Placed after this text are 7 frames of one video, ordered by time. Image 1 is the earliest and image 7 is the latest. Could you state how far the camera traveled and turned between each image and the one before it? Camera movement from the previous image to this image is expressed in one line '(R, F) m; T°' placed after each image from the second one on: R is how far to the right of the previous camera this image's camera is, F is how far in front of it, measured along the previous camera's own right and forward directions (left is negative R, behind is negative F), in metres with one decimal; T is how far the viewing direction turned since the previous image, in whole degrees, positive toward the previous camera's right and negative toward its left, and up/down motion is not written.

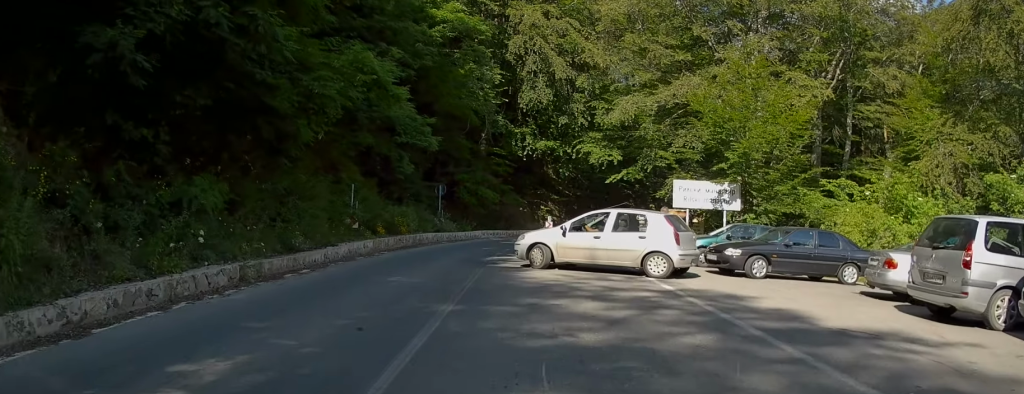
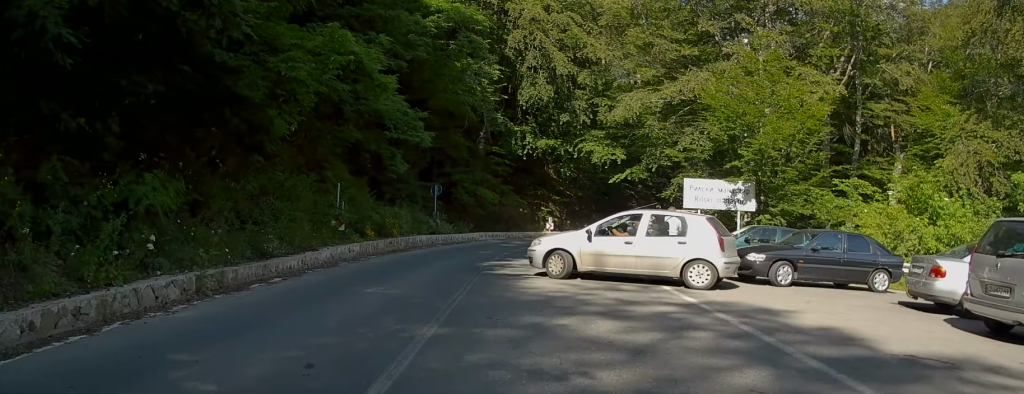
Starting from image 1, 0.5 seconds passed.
(+0.2, +1.4) m; -2°
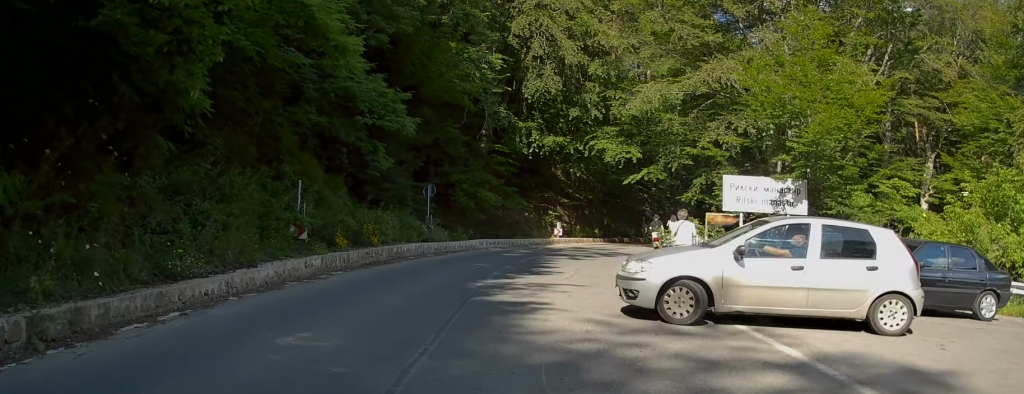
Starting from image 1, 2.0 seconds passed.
(-0.5, +3.4) m; -8°
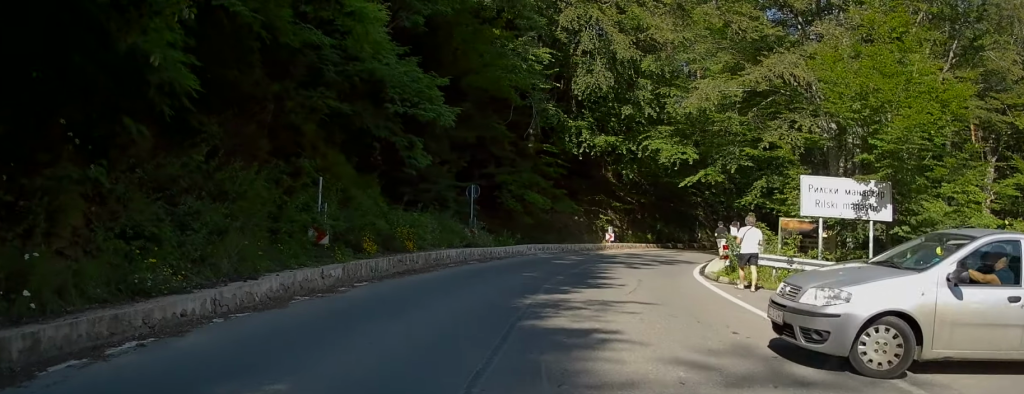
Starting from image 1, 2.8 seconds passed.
(0.0, +2.2) m; +1°
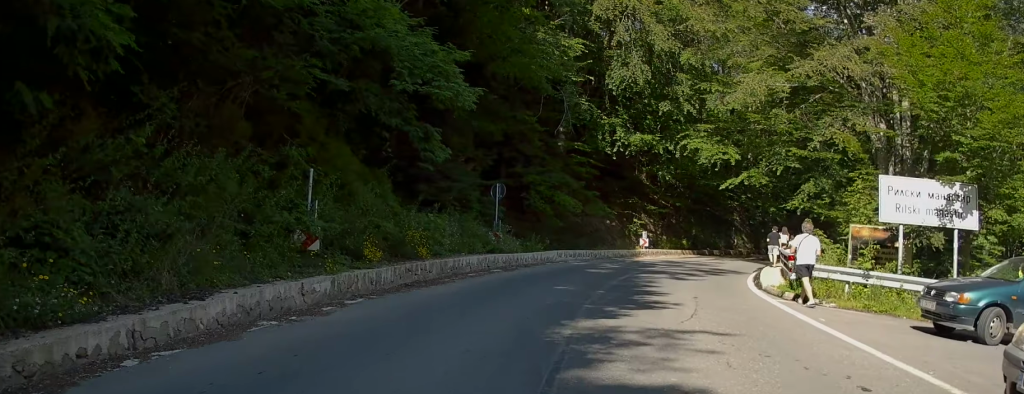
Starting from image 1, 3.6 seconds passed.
(-0.2, +2.5) m; +4°
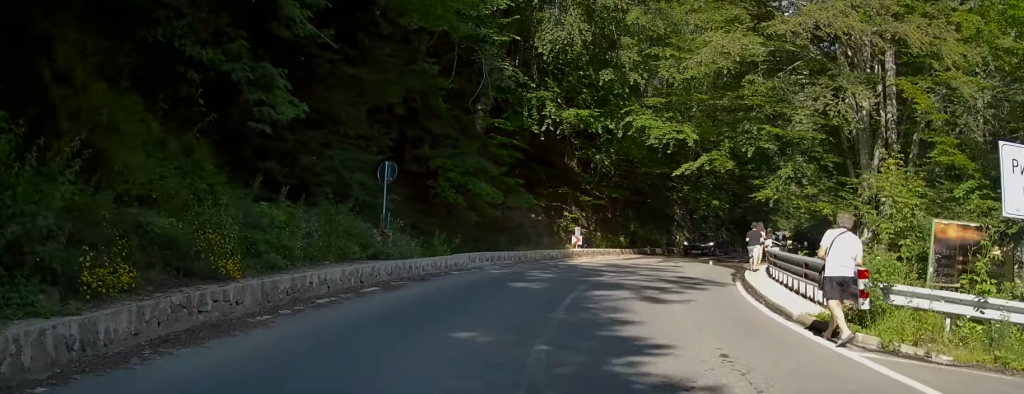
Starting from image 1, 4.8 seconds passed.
(+1.2, +5.9) m; +16°
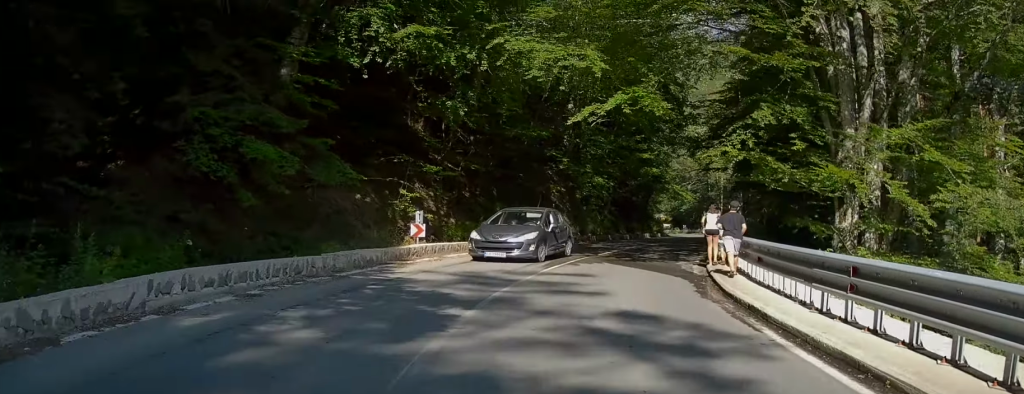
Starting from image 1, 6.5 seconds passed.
(+0.2, +9.4) m; +2°
